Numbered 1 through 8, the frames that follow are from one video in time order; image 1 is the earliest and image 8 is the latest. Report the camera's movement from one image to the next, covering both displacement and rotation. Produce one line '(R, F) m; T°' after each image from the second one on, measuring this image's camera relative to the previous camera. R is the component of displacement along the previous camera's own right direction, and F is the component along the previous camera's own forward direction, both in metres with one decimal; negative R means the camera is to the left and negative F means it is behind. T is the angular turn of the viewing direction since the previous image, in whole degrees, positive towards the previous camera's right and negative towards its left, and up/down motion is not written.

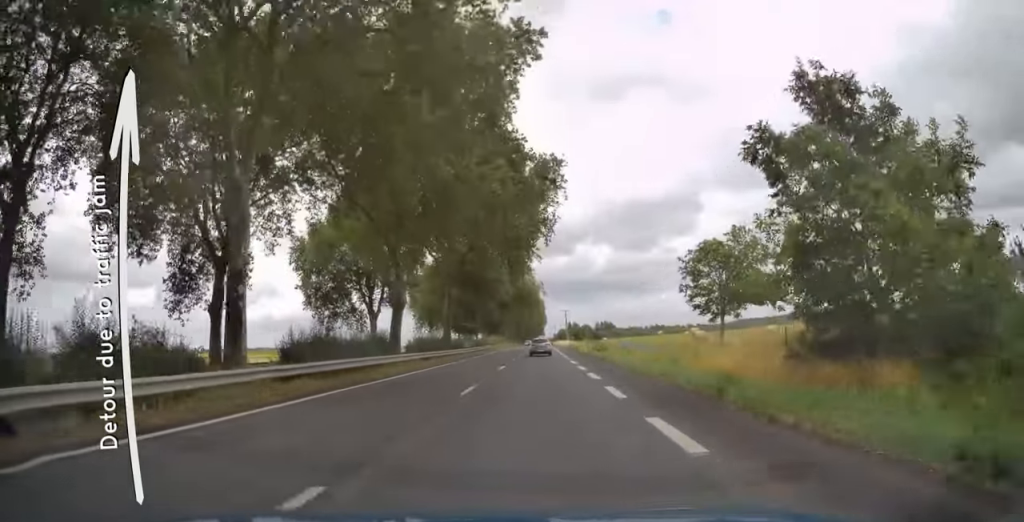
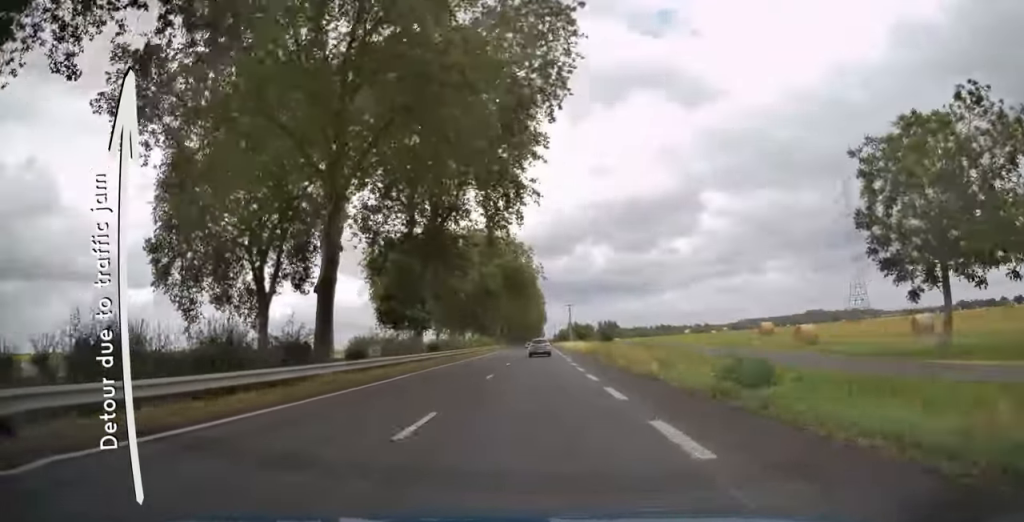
(-0.1, +32.3) m; 0°
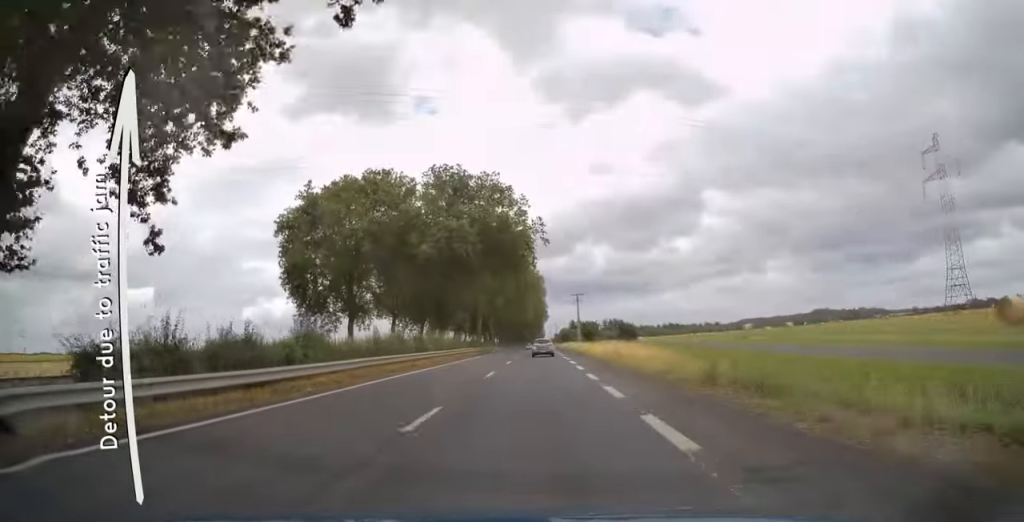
(+0.1, +38.1) m; +1°
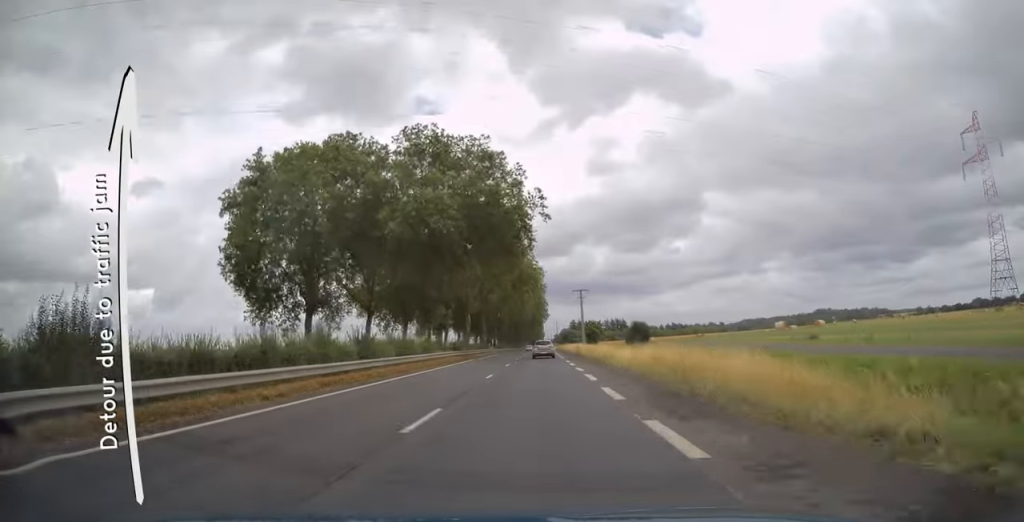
(+0.2, +13.0) m; 0°
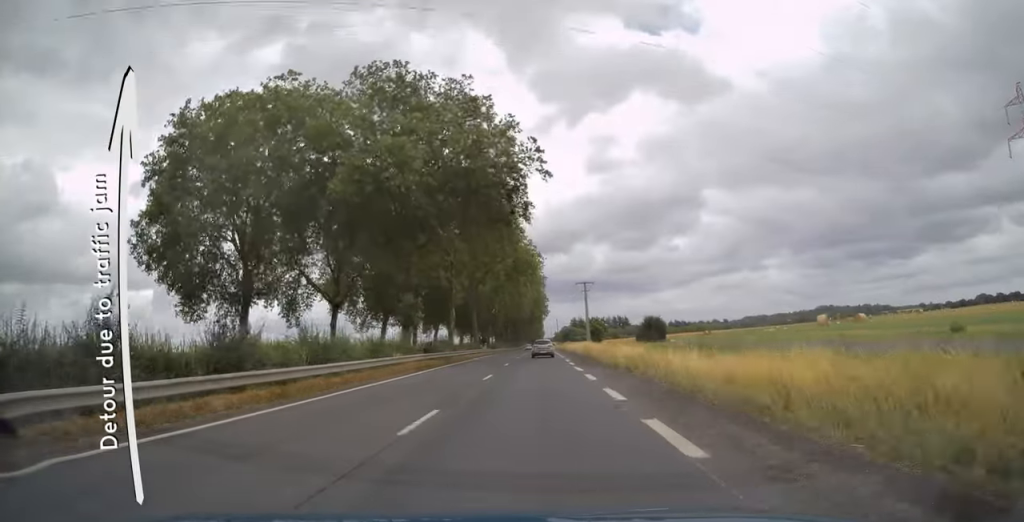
(+0.2, +13.0) m; 0°
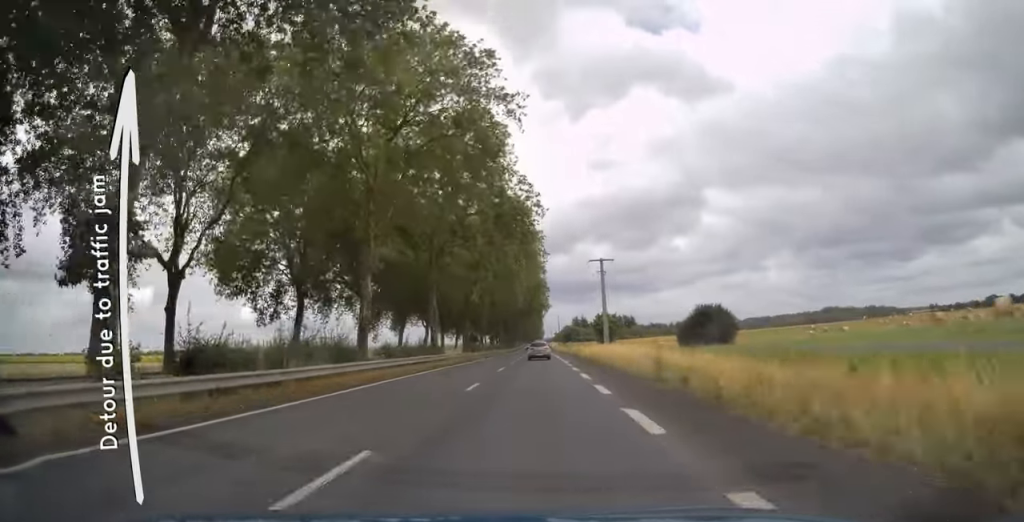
(-0.3, +30.2) m; -1°
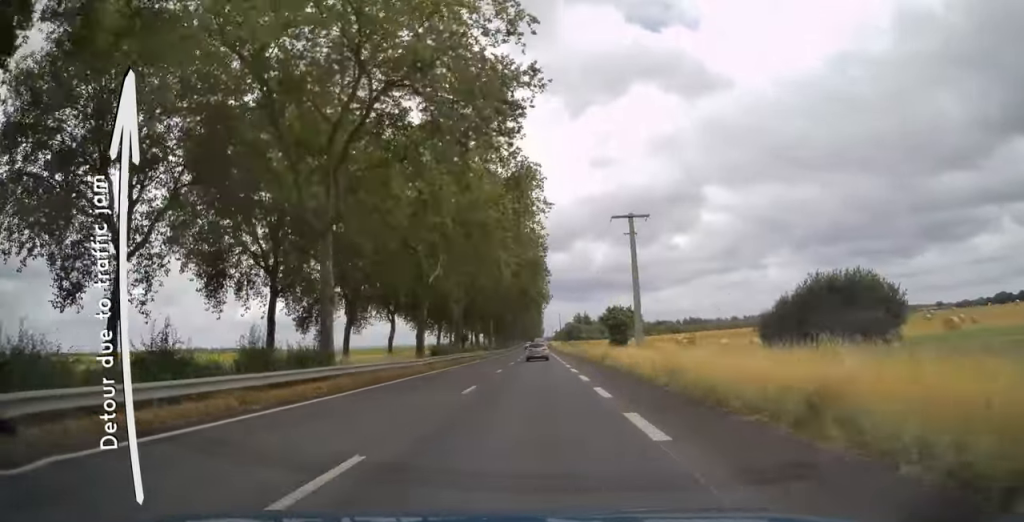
(0.0, +26.1) m; 0°
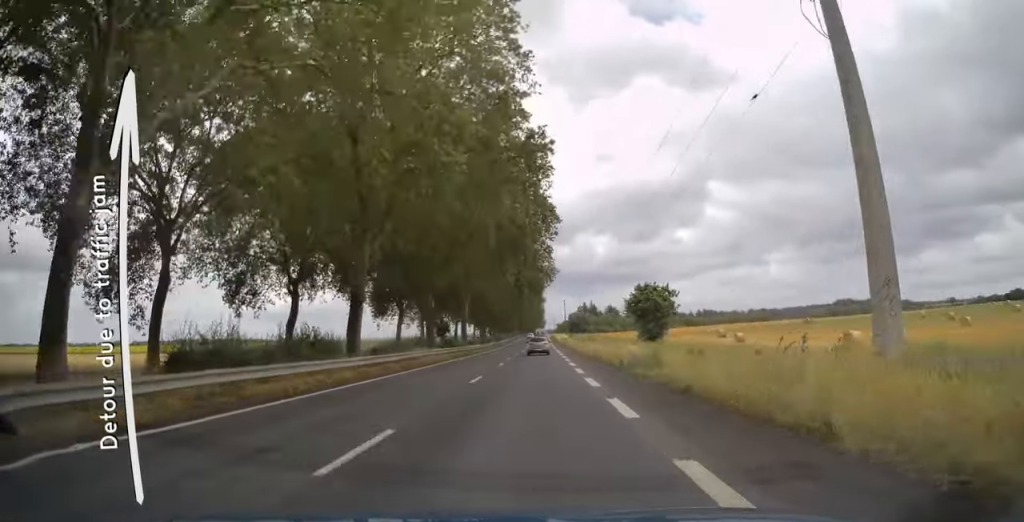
(0.0, +36.5) m; +1°
